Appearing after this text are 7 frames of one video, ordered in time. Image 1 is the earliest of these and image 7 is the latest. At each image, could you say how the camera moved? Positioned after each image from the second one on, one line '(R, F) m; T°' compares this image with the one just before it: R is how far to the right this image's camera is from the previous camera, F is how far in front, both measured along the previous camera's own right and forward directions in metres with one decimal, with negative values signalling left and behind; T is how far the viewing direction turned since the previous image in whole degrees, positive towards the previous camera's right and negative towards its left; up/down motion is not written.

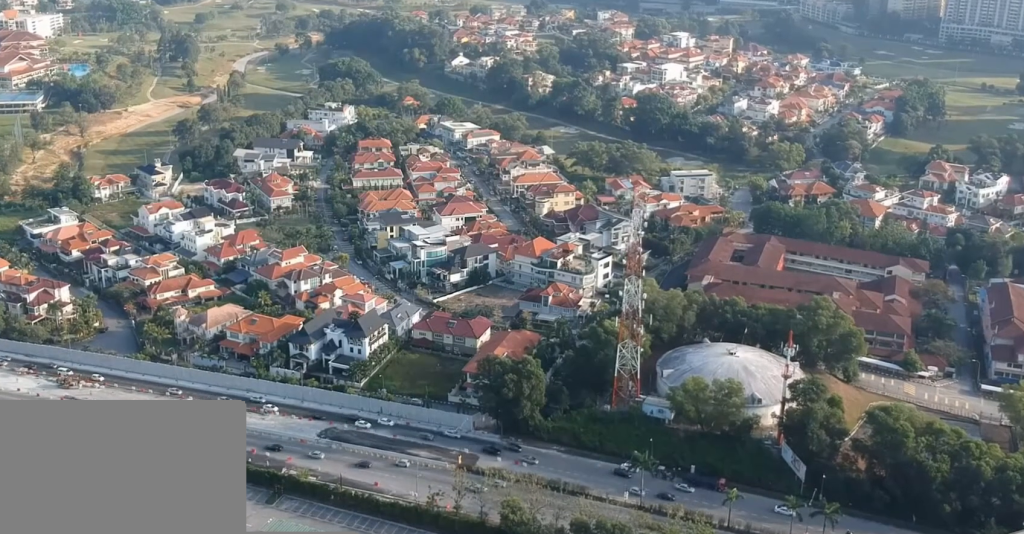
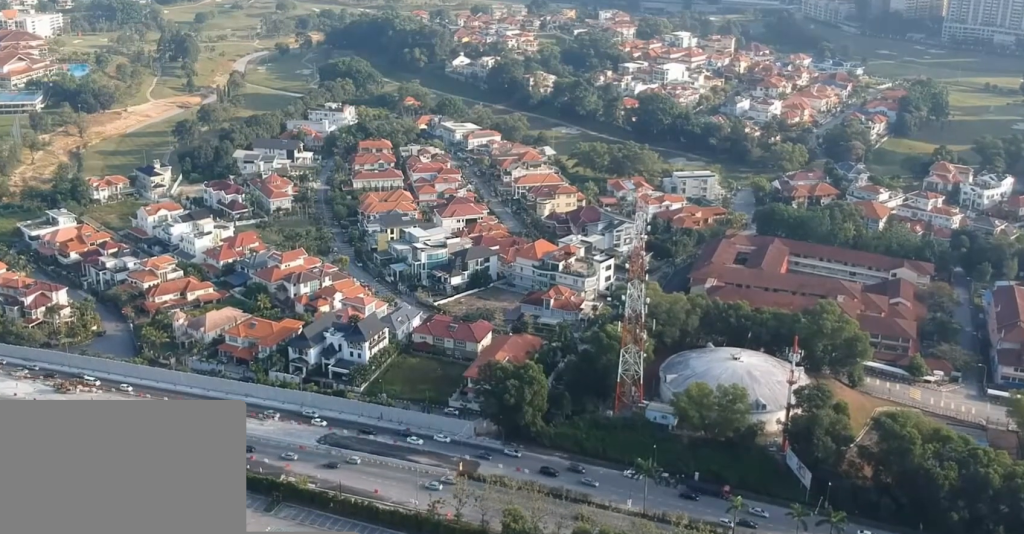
(0.0, +3.3) m; 0°
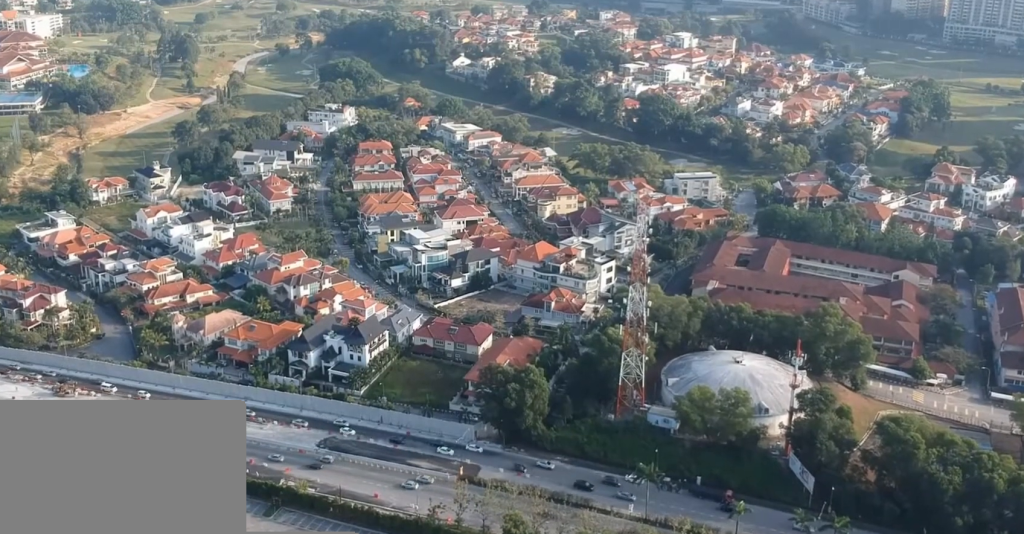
(0.0, +1.7) m; 0°
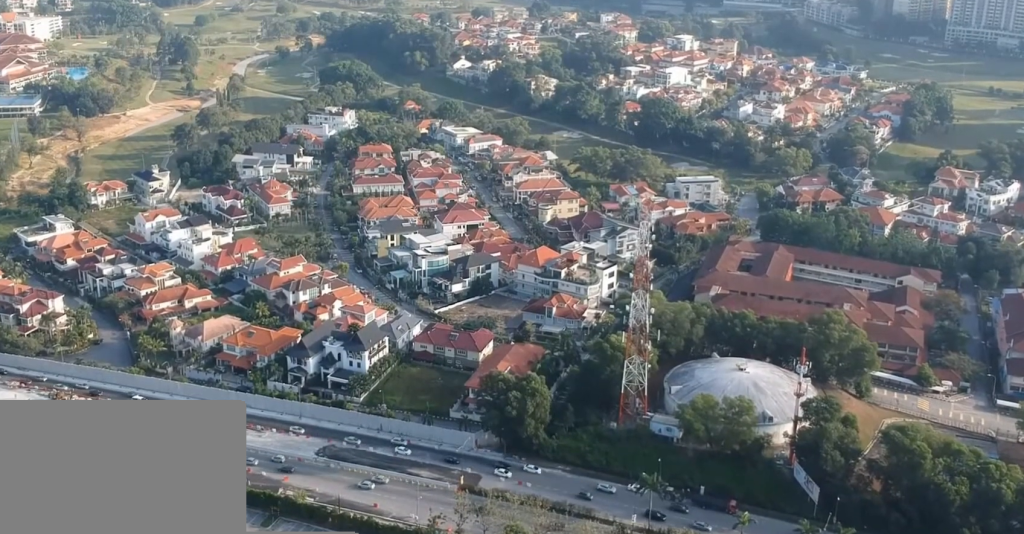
(0.0, +3.2) m; -1°
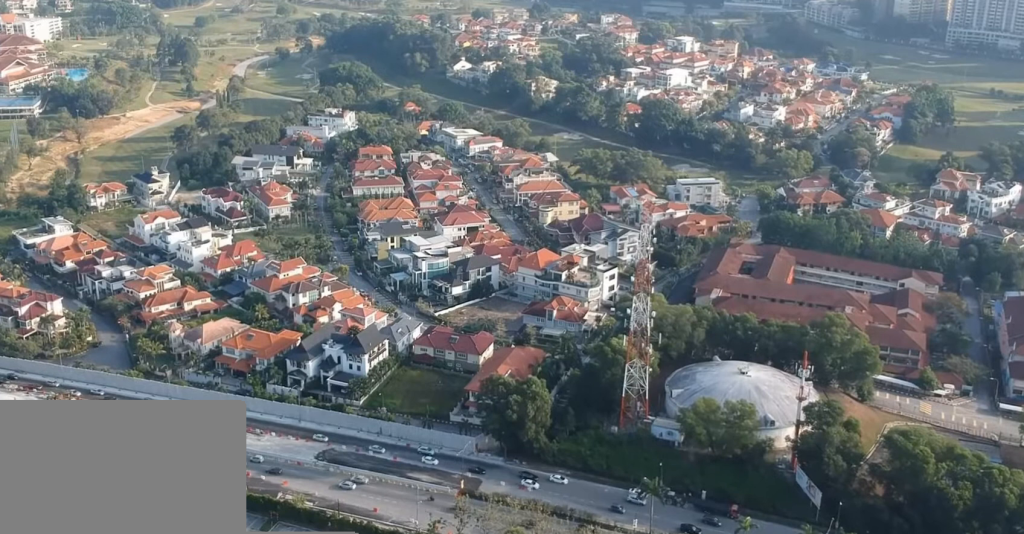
(0.0, +1.4) m; 0°
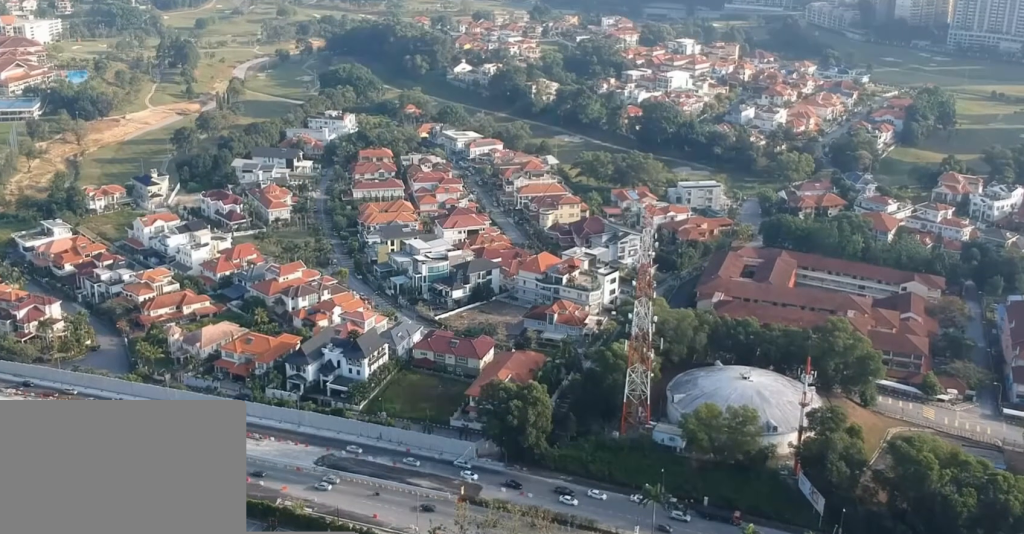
(0.0, +1.9) m; 0°
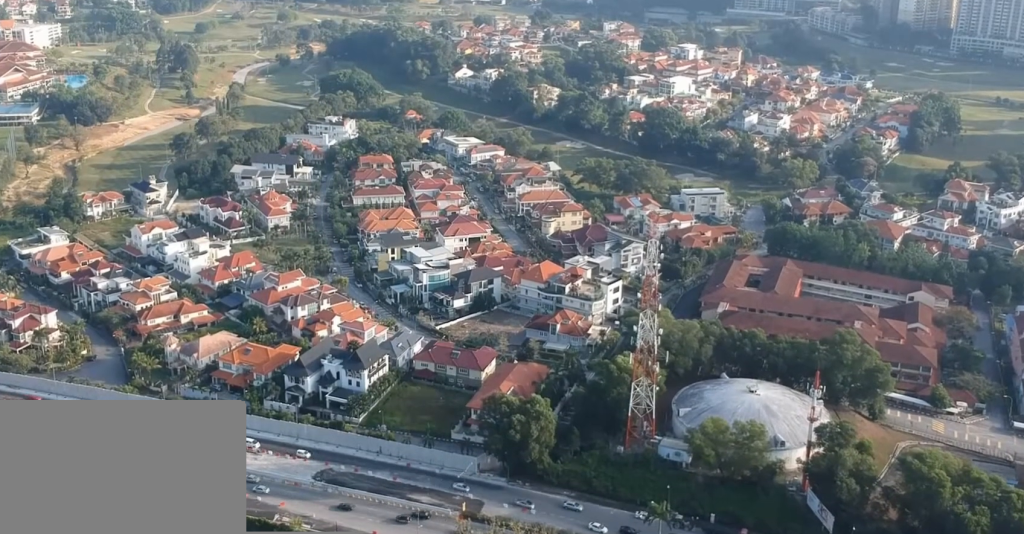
(0.0, +5.4) m; 0°
